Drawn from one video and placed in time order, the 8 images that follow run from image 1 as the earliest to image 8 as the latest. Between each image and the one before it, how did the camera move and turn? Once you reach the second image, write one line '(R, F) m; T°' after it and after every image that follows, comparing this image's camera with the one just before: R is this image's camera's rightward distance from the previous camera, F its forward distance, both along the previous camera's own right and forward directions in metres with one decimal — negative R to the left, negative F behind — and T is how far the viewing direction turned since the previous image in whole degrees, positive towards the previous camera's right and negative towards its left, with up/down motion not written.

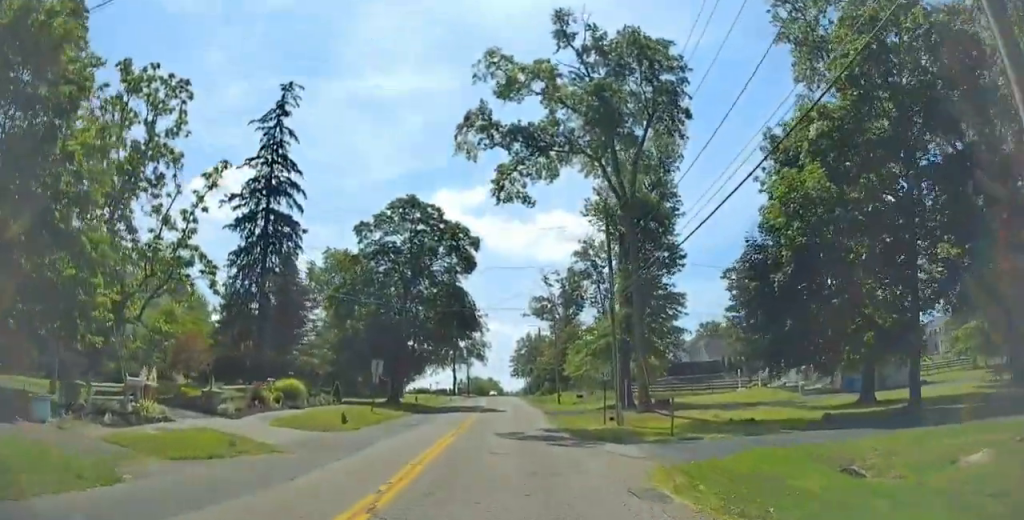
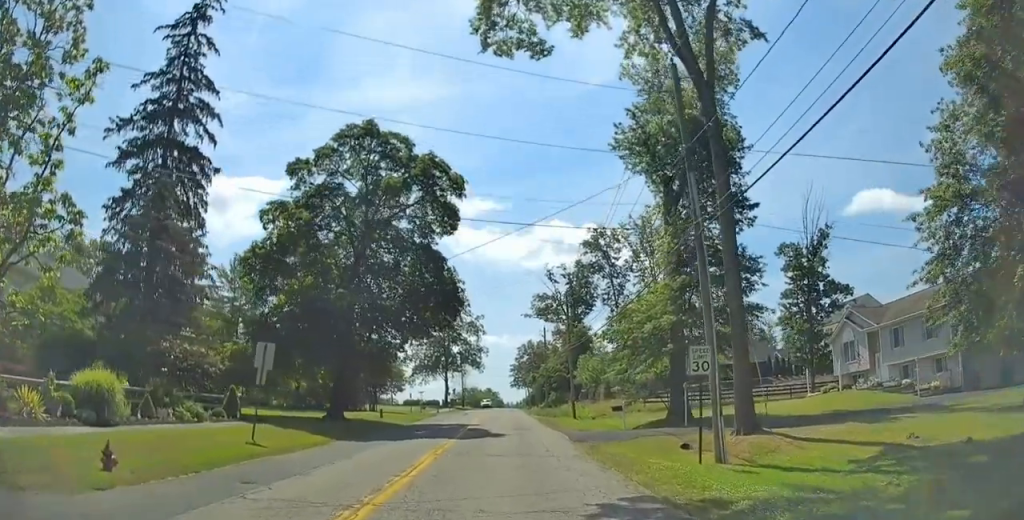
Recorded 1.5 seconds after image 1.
(+0.4, +16.5) m; +1°
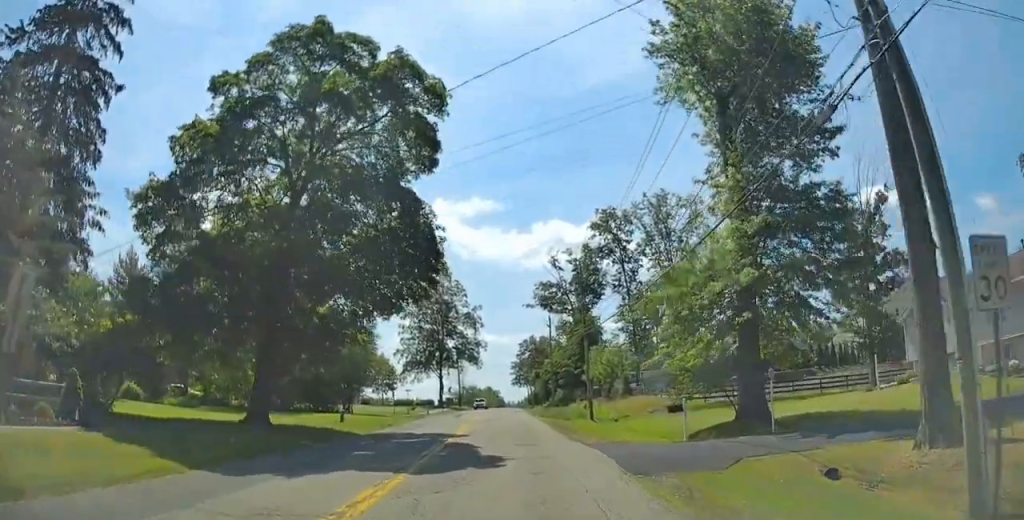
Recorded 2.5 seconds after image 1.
(-0.6, +10.7) m; -1°
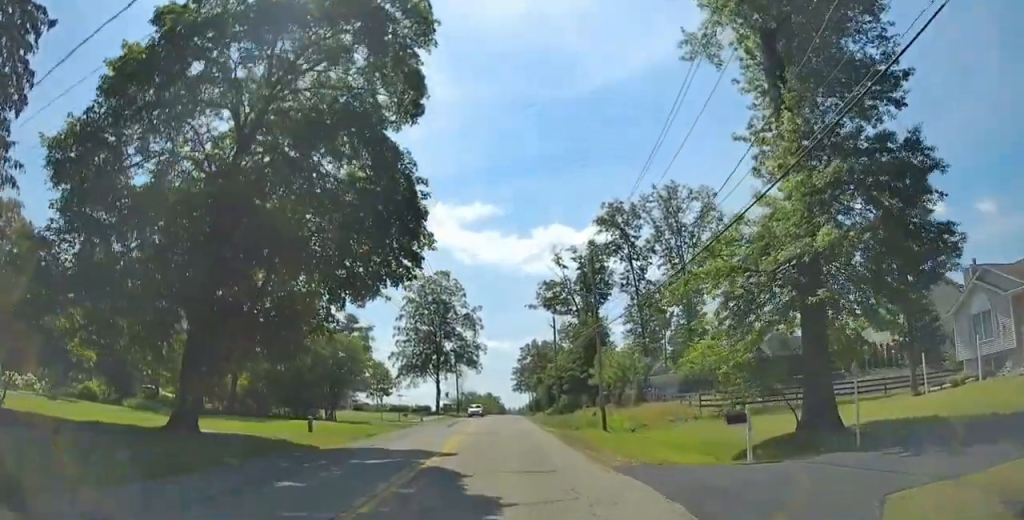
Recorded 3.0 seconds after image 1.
(+0.2, +5.2) m; +1°
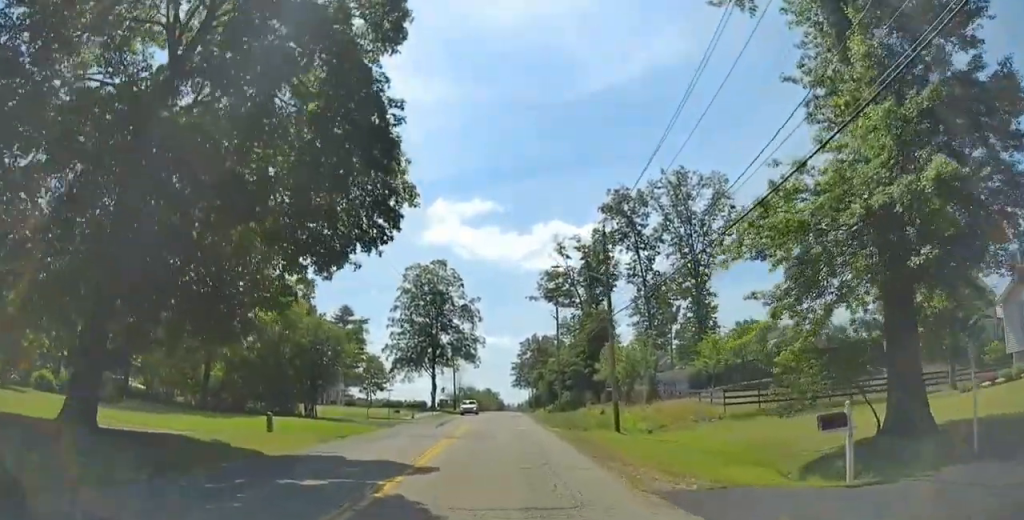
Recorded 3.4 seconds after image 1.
(+0.1, +4.7) m; 0°
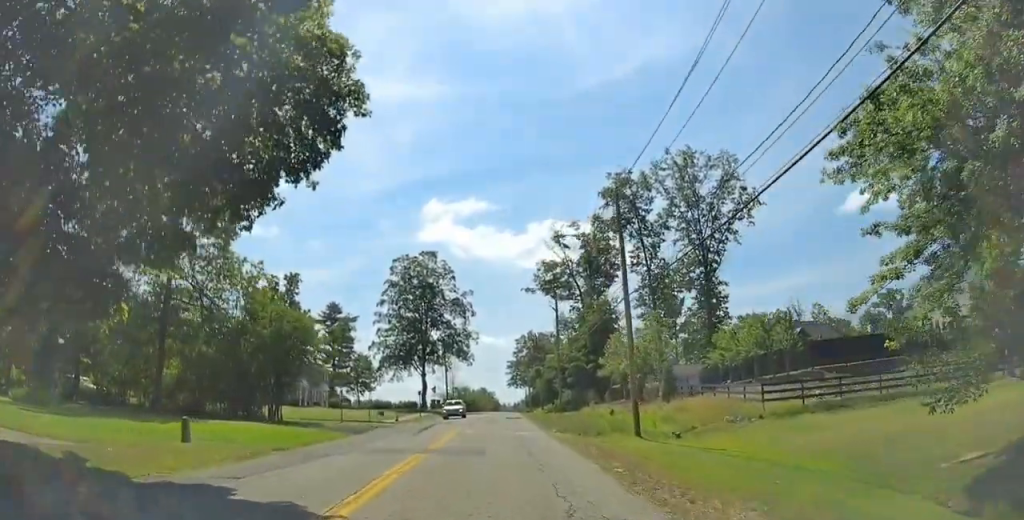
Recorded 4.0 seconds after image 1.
(0.0, +6.2) m; -1°
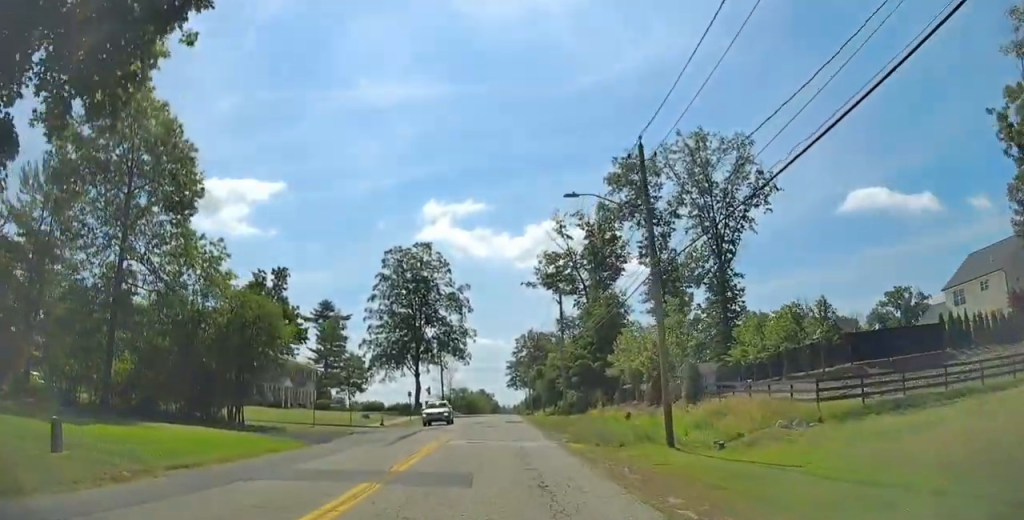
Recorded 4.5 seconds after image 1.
(0.0, +5.6) m; -1°
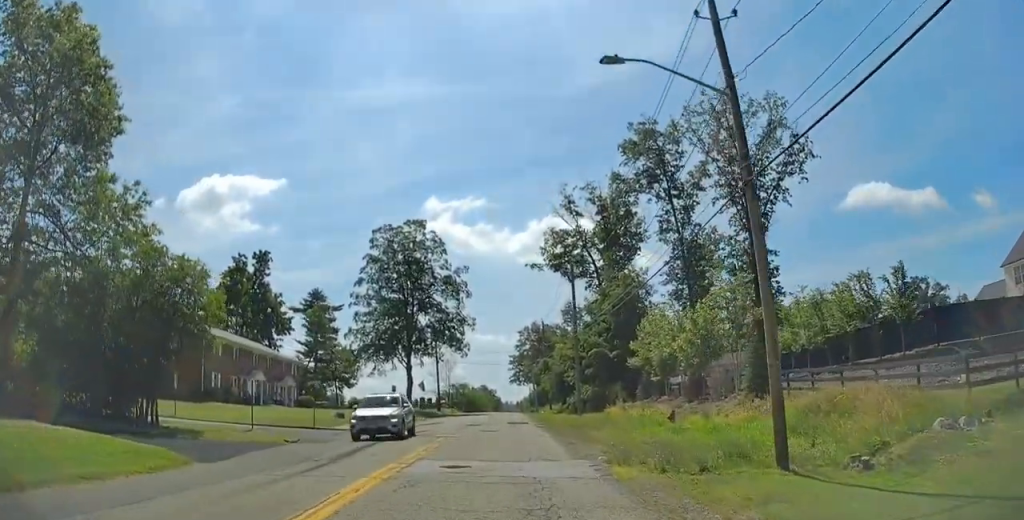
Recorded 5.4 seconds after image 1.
(-0.3, +8.9) m; 0°
